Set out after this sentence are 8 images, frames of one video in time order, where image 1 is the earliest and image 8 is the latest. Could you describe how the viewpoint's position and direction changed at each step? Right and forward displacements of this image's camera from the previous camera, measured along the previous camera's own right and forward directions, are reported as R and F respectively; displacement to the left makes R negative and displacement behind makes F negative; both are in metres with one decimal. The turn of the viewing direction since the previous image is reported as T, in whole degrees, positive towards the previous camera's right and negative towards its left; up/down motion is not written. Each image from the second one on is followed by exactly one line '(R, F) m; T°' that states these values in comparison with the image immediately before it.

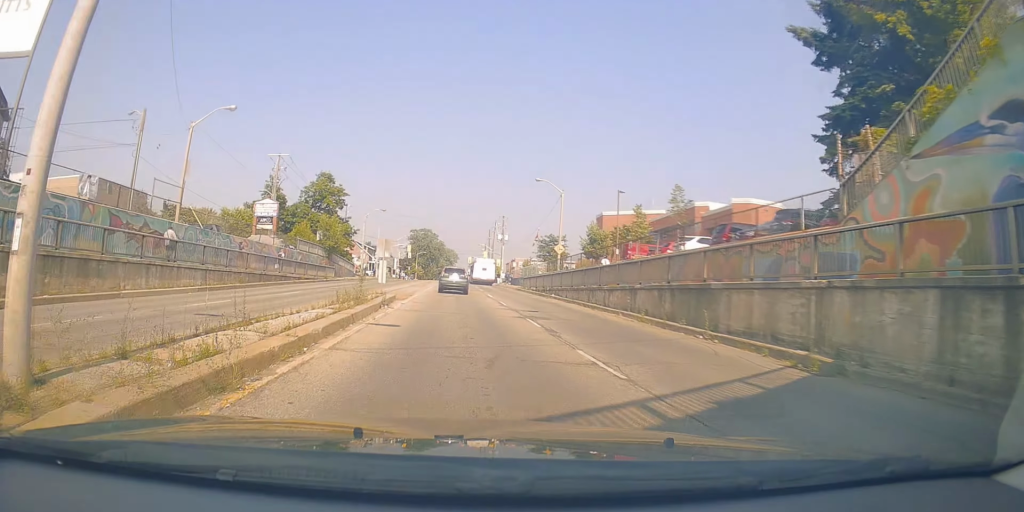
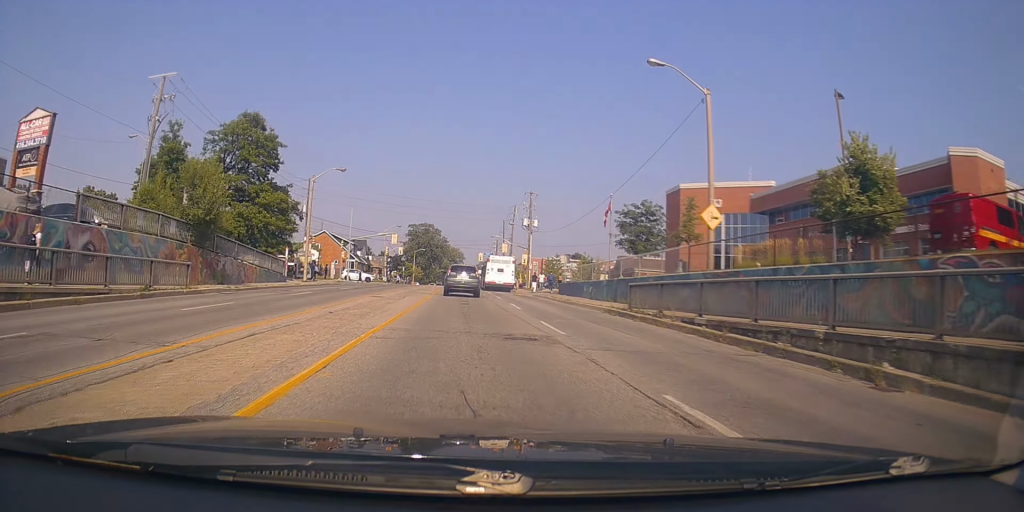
(+0.7, +30.7) m; +1°
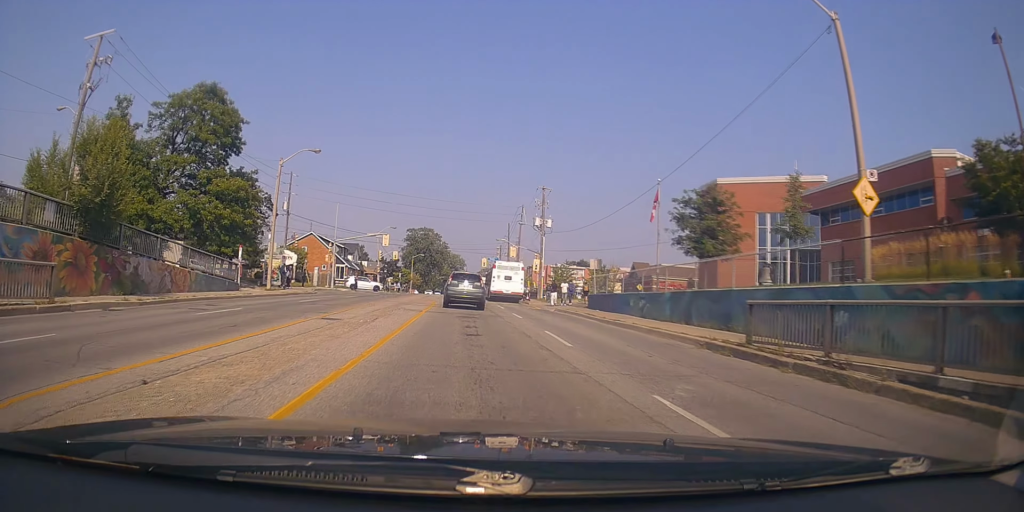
(+0.1, +9.3) m; 0°
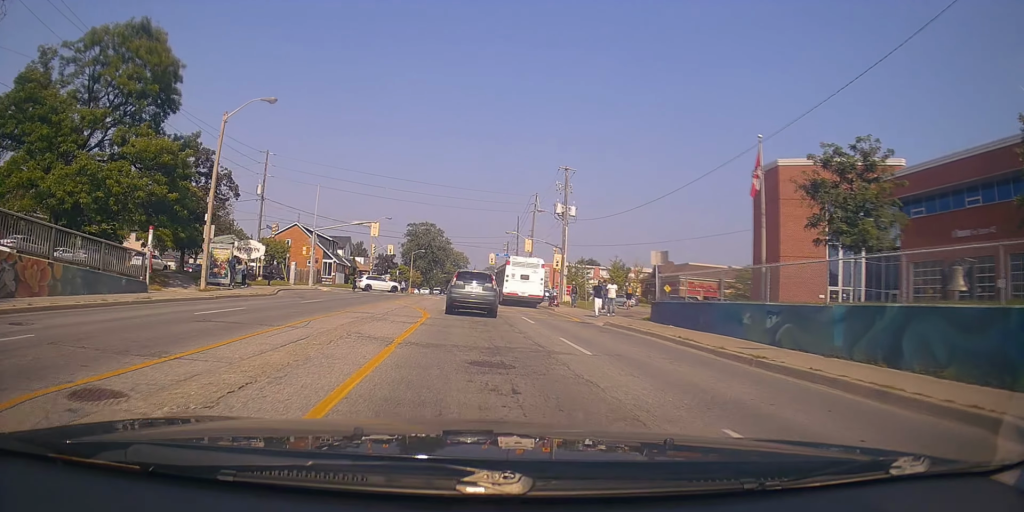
(0.0, +10.9) m; -1°
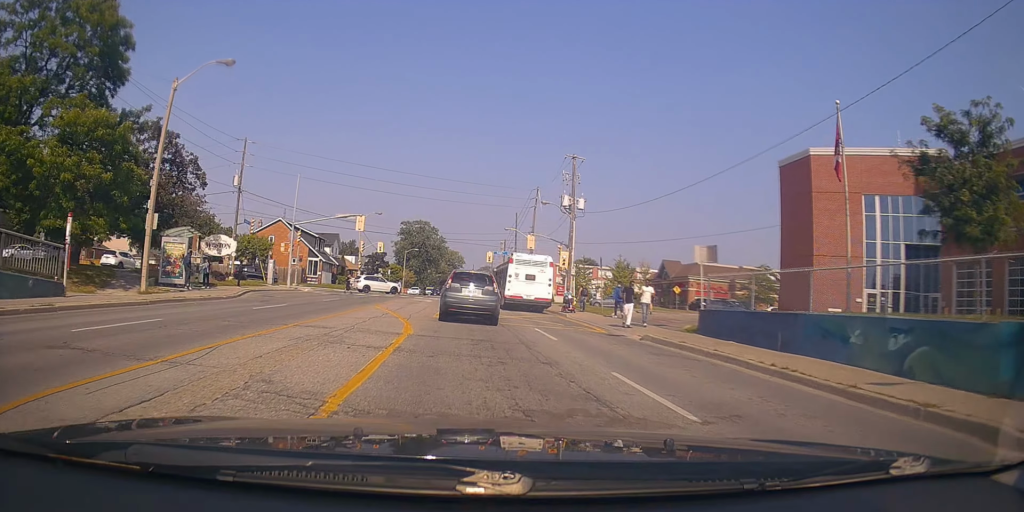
(-0.2, +5.3) m; 0°
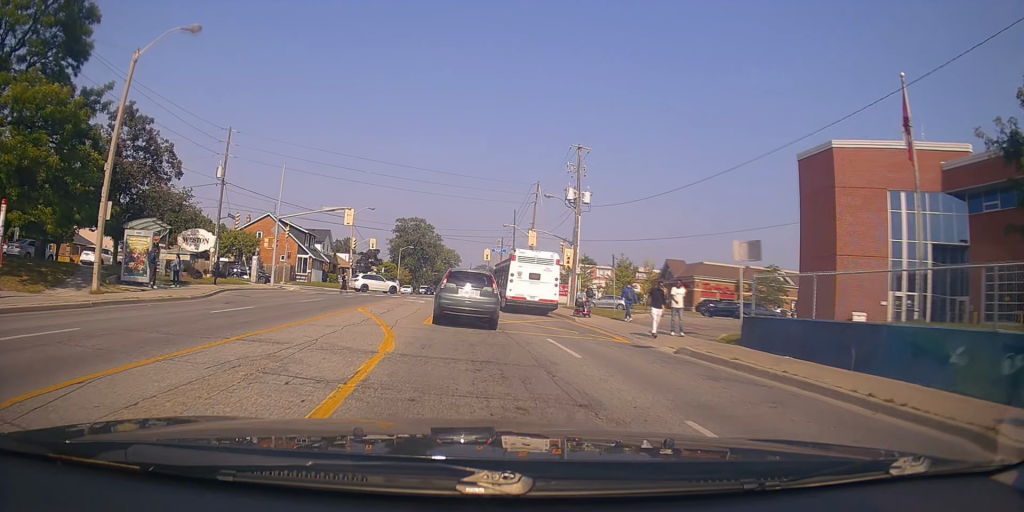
(+0.2, +3.0) m; +2°
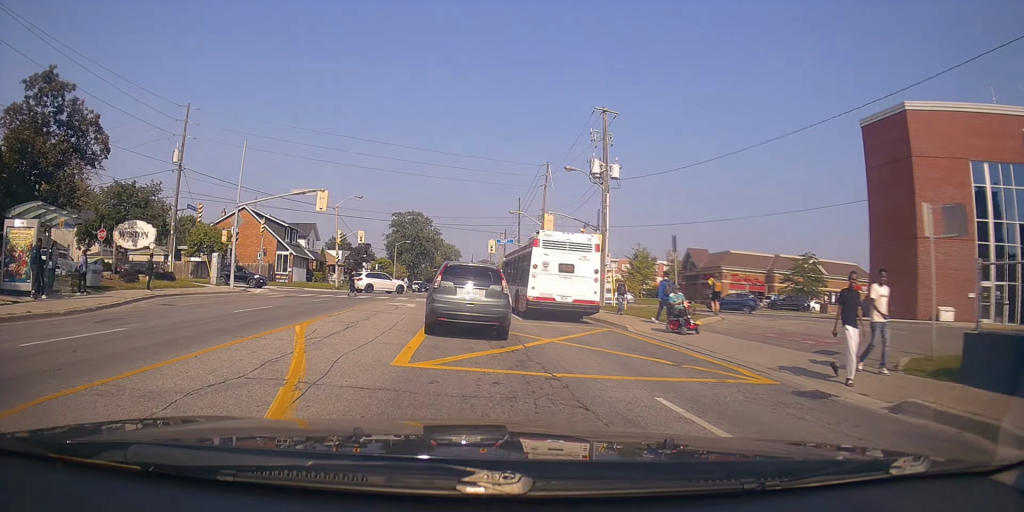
(+0.2, +7.4) m; -2°
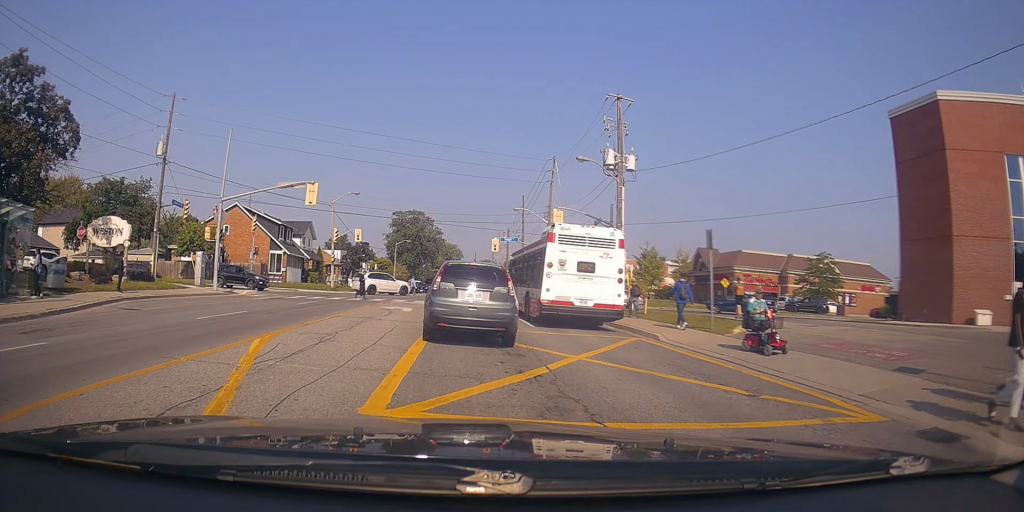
(-0.1, +2.3) m; -6°
